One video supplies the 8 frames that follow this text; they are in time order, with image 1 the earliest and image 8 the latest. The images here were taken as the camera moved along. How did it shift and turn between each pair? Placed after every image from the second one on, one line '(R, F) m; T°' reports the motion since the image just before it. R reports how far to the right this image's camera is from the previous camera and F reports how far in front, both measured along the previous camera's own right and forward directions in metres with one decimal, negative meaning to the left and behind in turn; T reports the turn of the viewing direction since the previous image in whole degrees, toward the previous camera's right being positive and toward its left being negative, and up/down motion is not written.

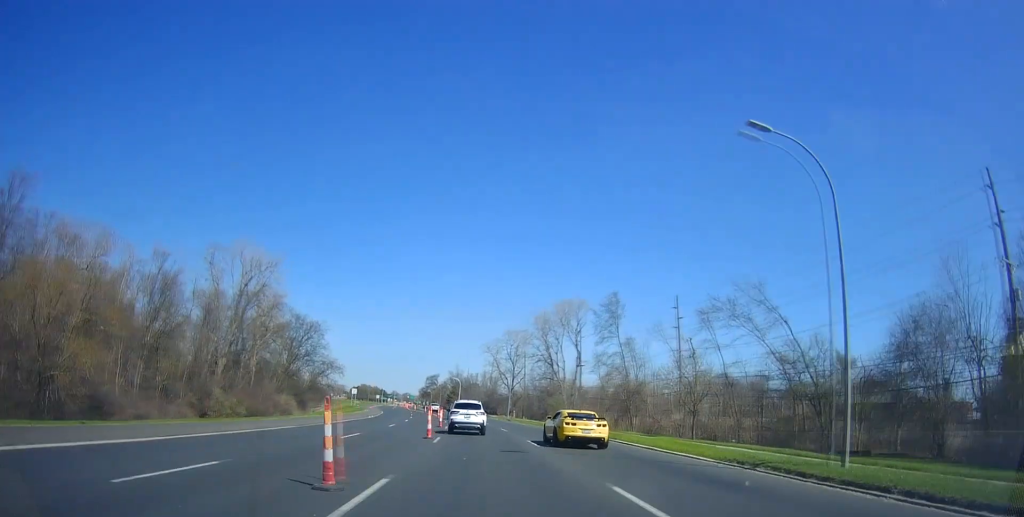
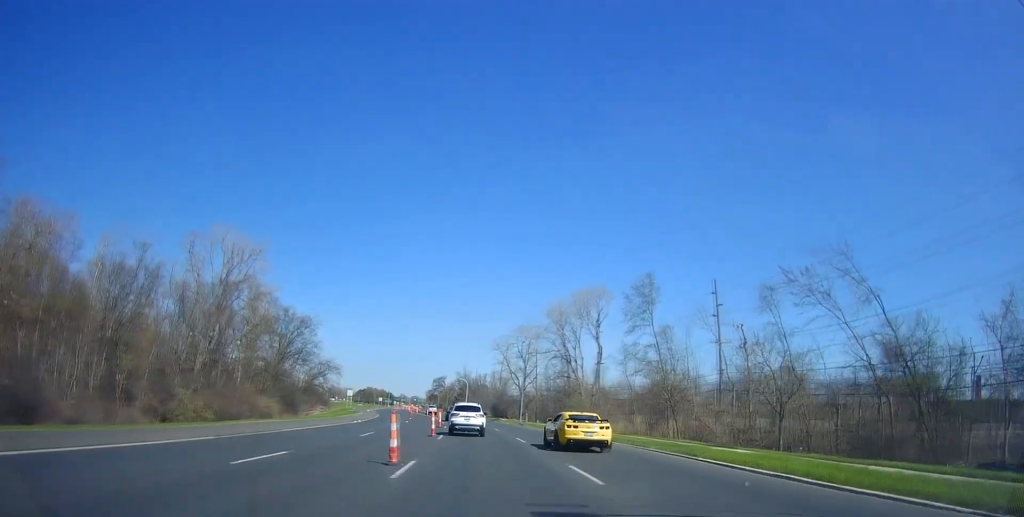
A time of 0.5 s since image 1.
(-0.2, +10.5) m; -1°
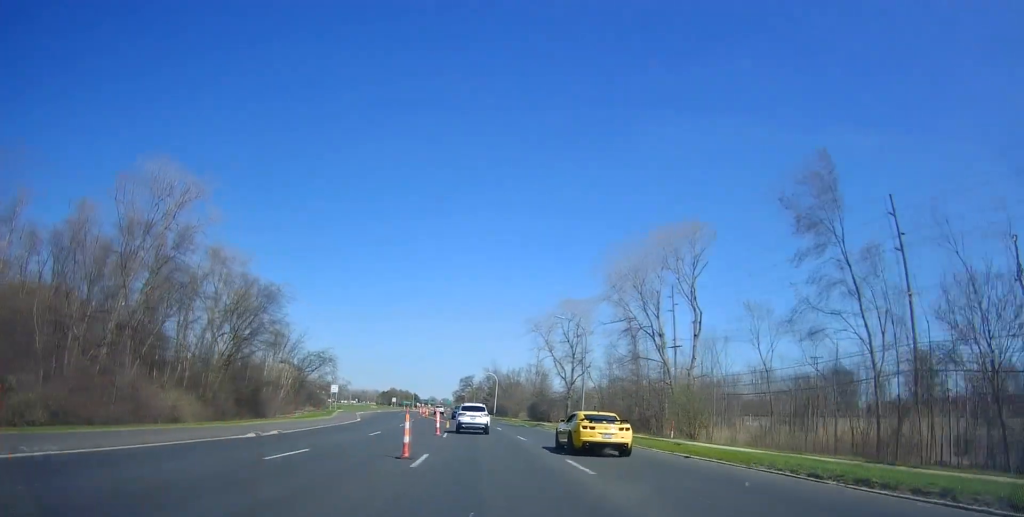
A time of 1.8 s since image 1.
(-0.4, +28.3) m; -2°
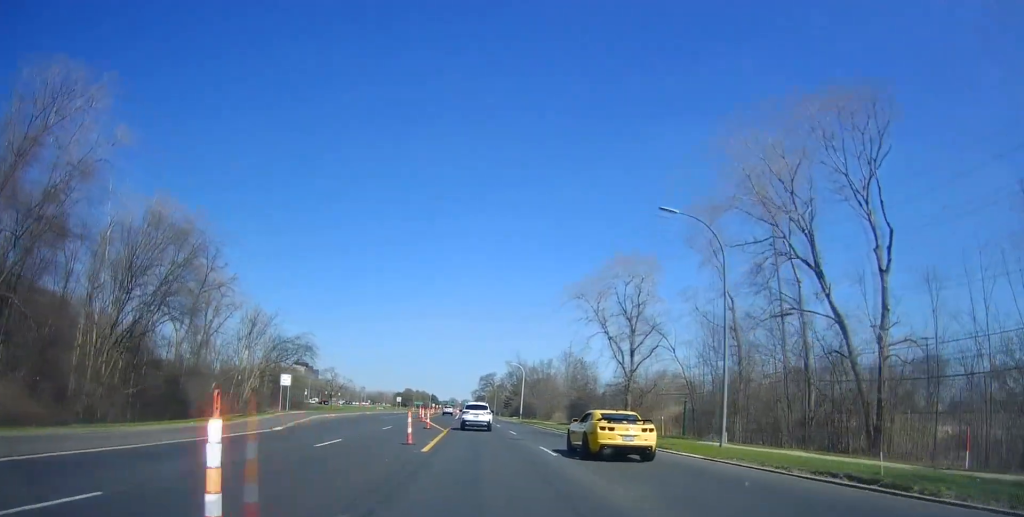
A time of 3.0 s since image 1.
(-0.7, +25.3) m; -3°
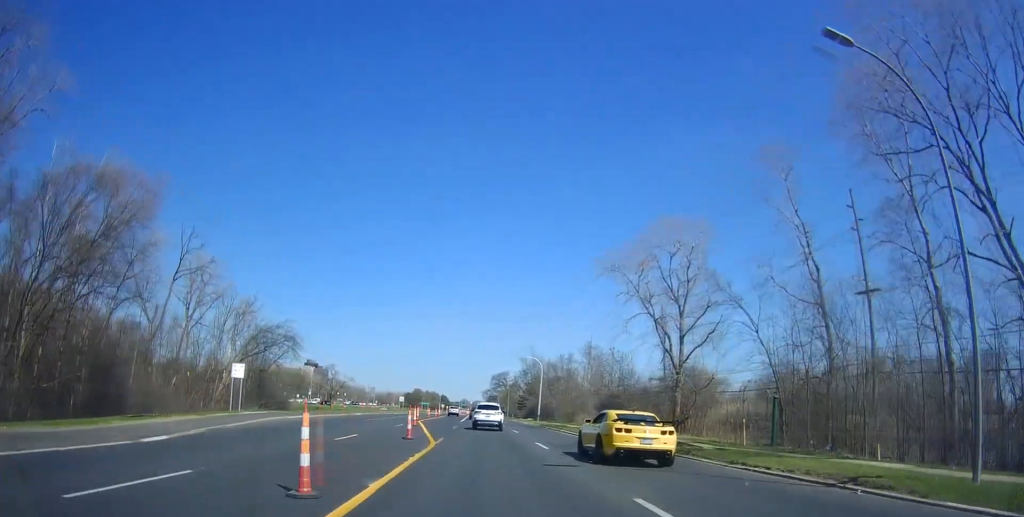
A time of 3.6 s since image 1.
(-0.1, +12.5) m; -2°
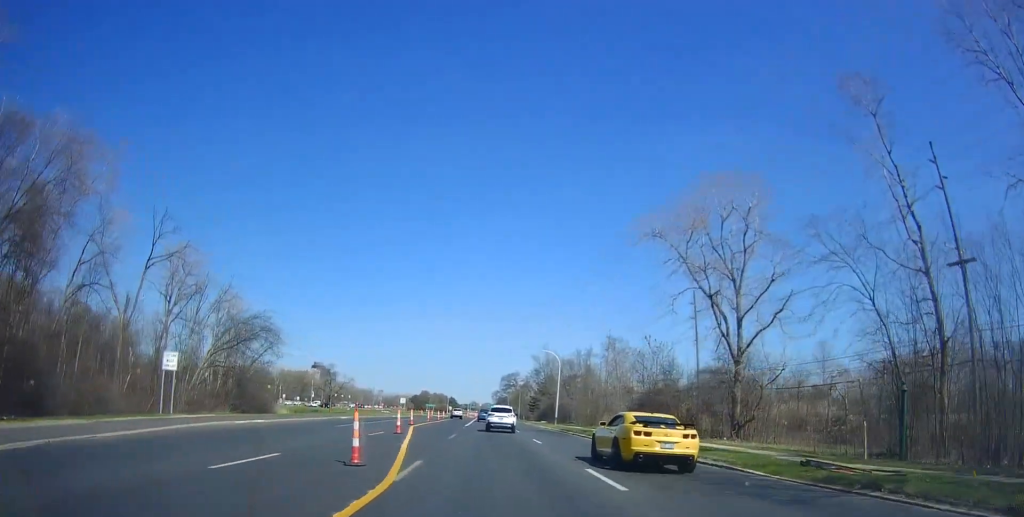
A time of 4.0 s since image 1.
(-0.2, +10.4) m; -1°
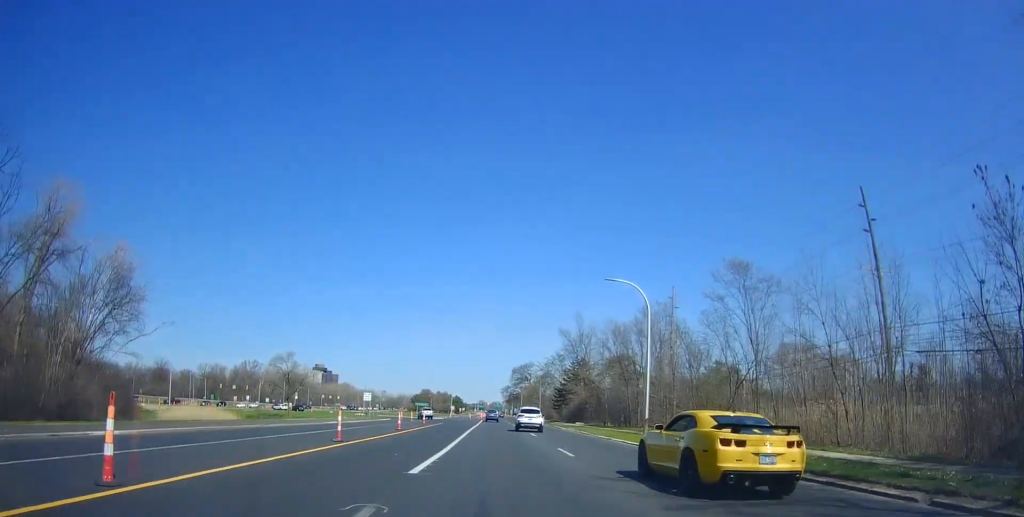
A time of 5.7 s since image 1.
(-0.5, +37.4) m; -1°
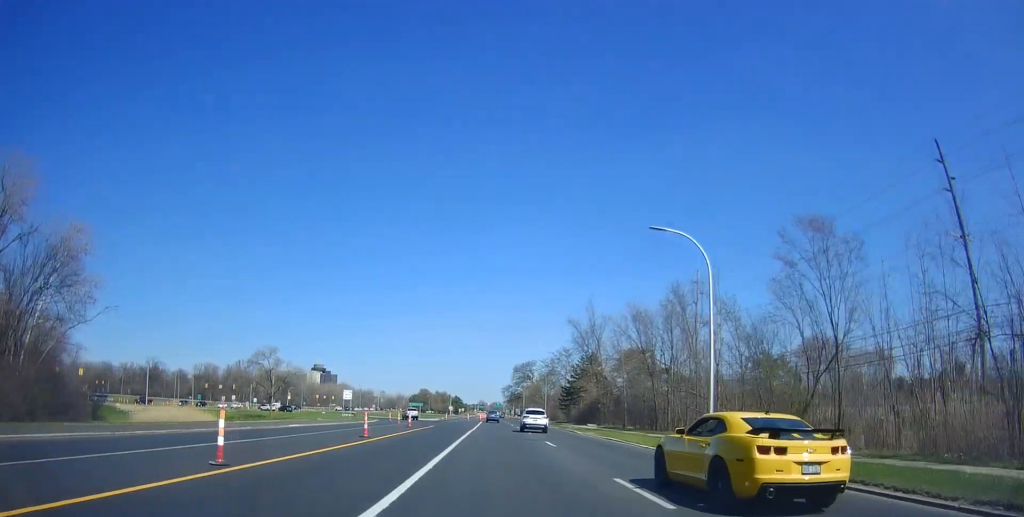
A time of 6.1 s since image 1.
(-0.1, +9.9) m; 0°
